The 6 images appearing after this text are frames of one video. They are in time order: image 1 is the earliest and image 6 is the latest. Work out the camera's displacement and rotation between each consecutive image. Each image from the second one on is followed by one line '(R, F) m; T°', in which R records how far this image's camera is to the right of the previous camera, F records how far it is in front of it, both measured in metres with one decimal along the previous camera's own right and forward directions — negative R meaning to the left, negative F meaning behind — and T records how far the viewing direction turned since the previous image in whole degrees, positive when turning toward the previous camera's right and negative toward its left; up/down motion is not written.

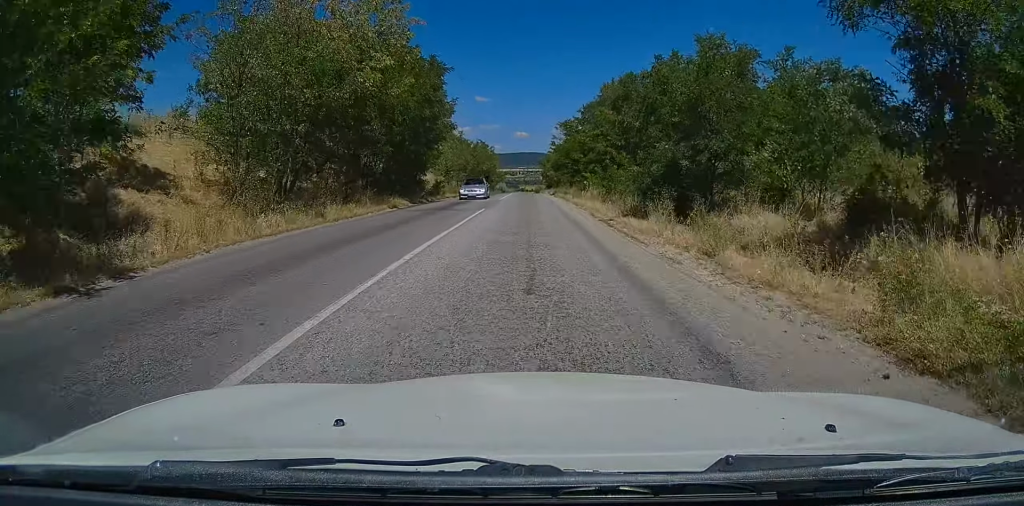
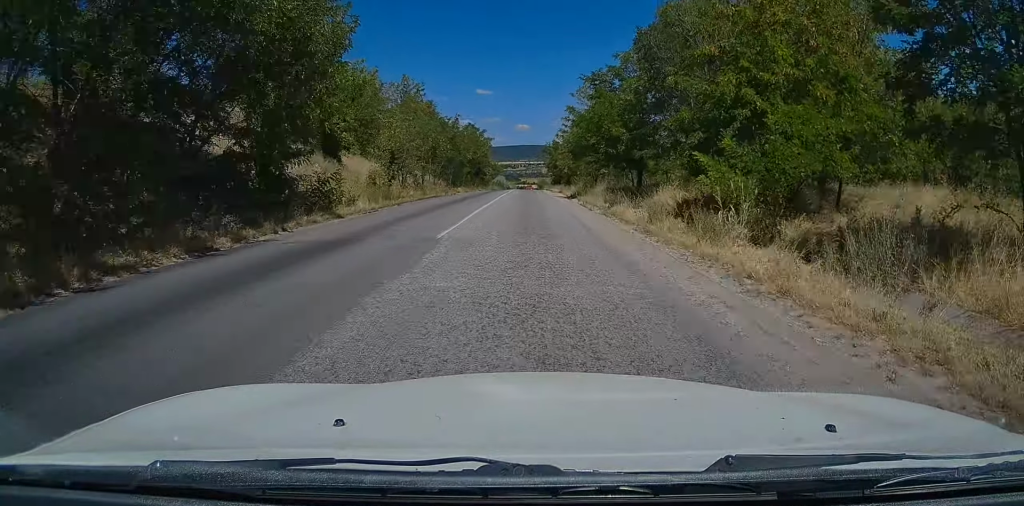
(0.0, +27.2) m; 0°
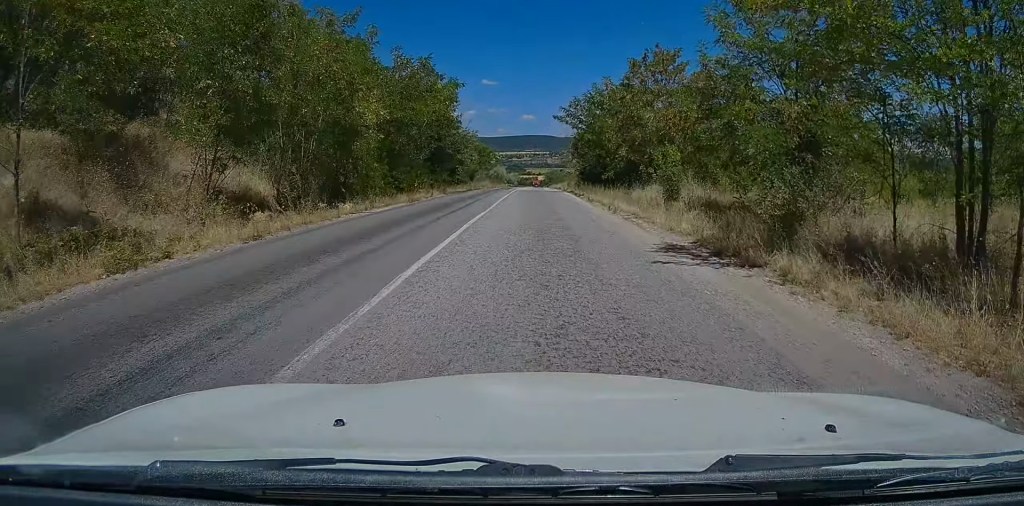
(+0.3, +47.5) m; 0°
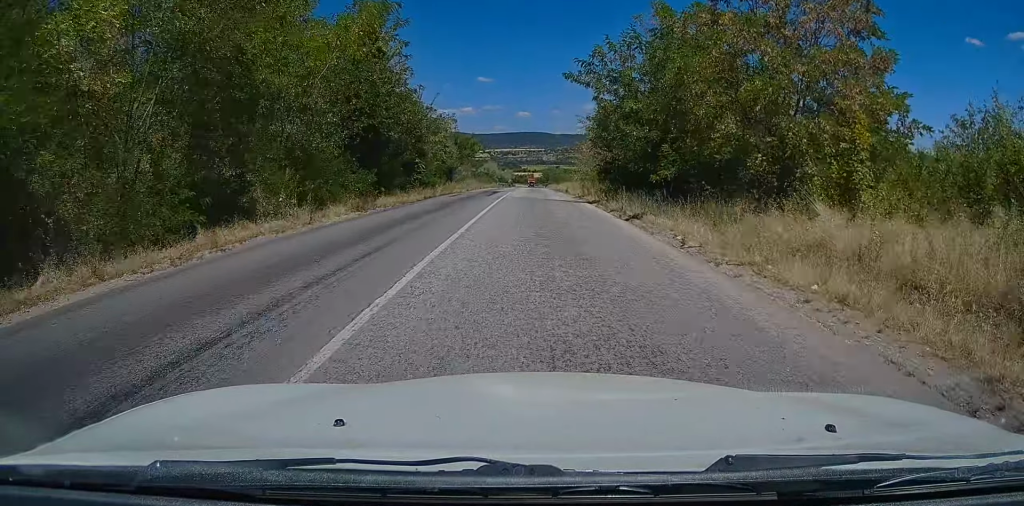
(-0.3, +20.2) m; 0°
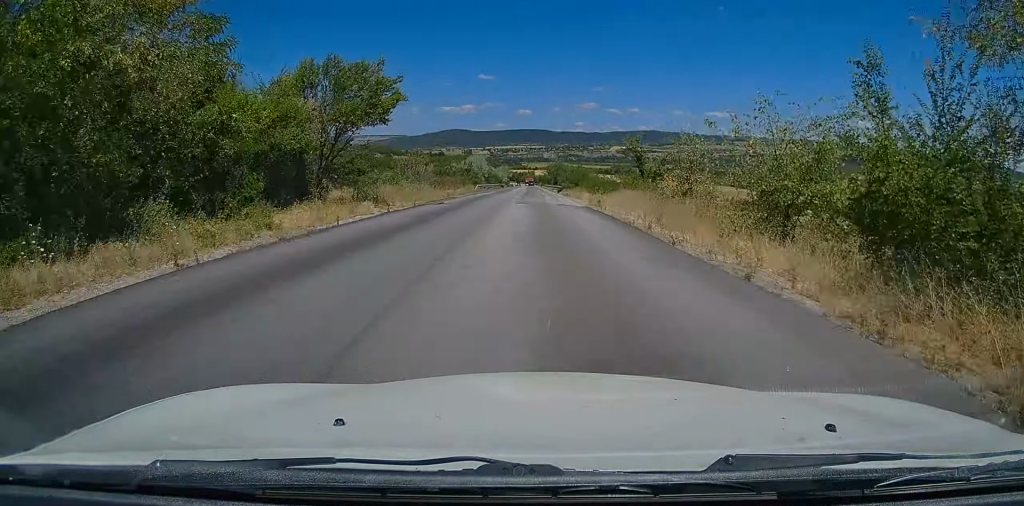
(+0.4, +46.9) m; 0°
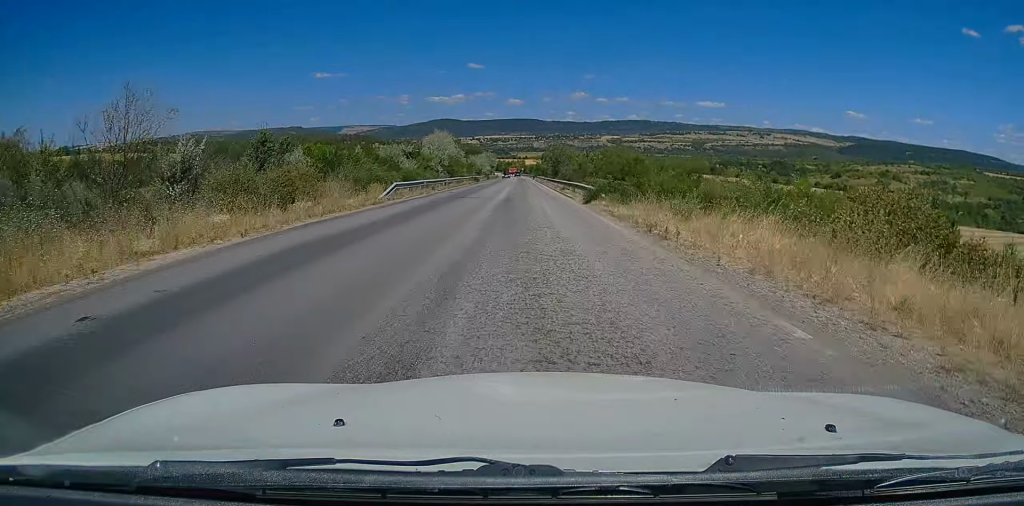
(0.0, +39.6) m; 0°
